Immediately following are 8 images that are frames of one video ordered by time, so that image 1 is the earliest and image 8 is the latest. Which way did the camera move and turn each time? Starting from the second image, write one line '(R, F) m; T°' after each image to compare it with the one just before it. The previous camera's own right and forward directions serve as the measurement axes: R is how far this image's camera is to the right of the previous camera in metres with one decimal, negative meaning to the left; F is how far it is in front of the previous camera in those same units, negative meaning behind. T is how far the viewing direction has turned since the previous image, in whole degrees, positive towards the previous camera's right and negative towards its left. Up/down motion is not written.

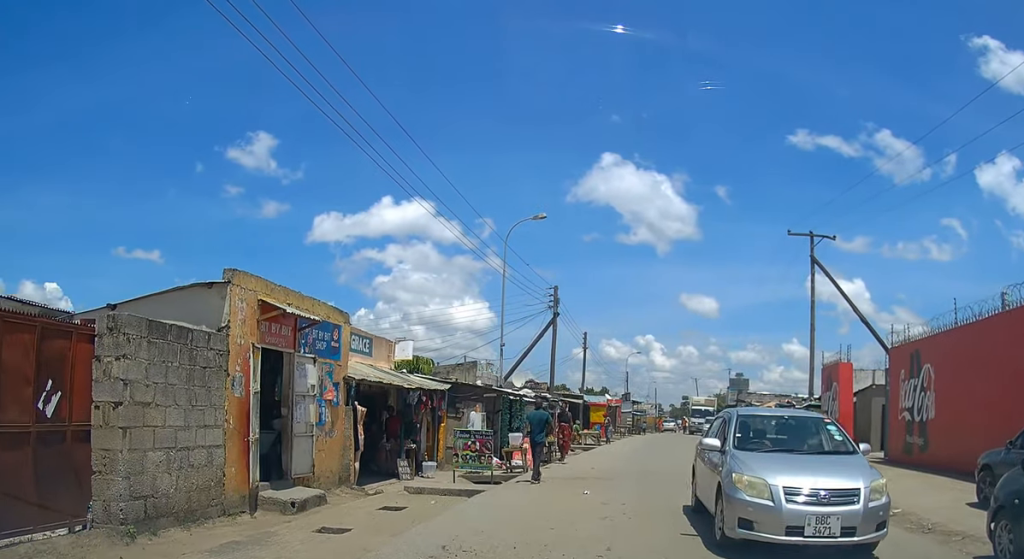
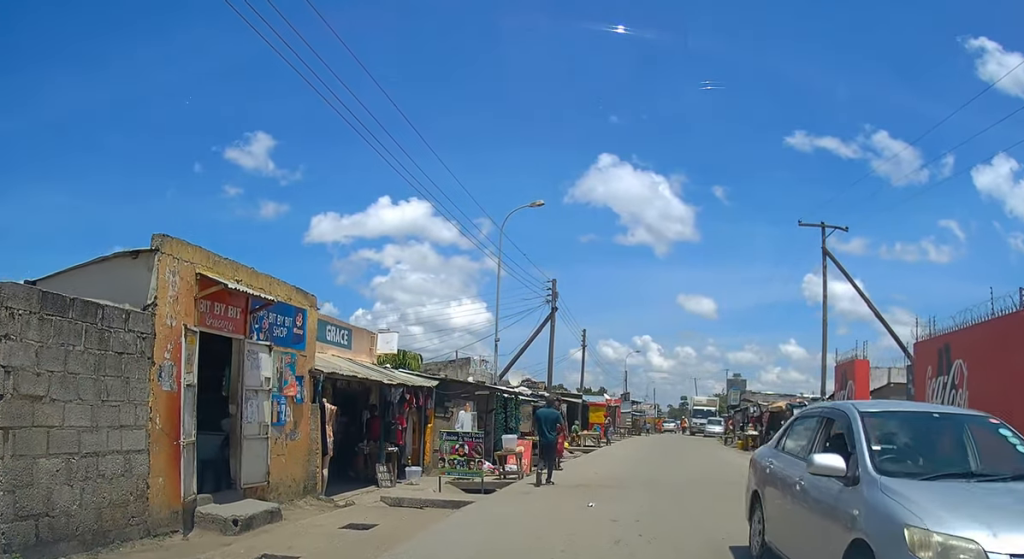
(+0.1, +1.6) m; +2°
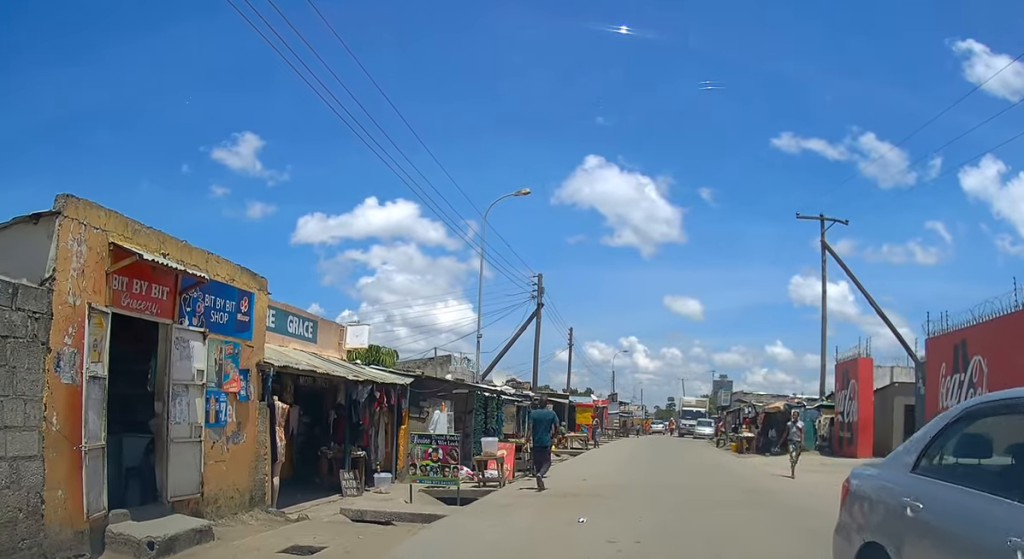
(0.0, +1.4) m; +1°
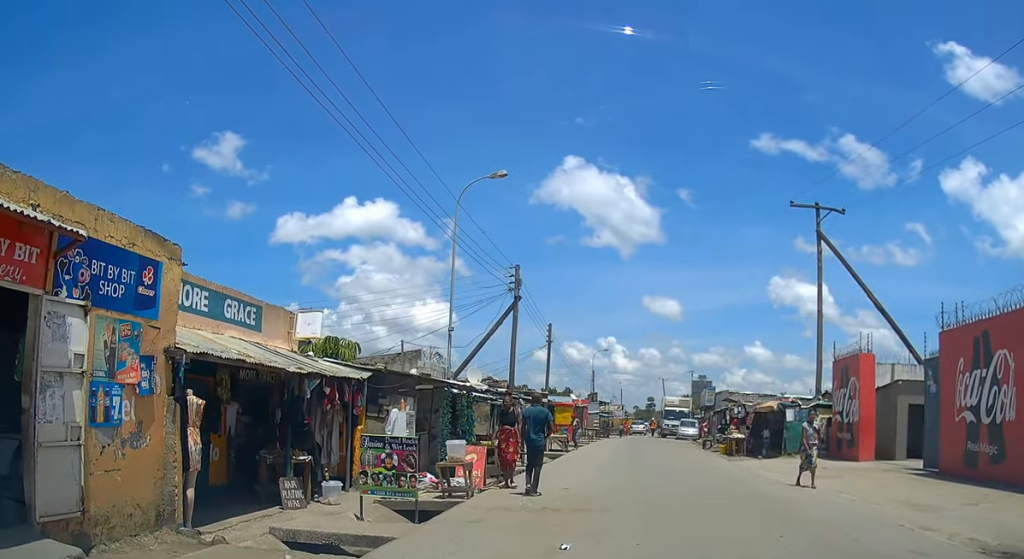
(0.0, +1.8) m; +1°
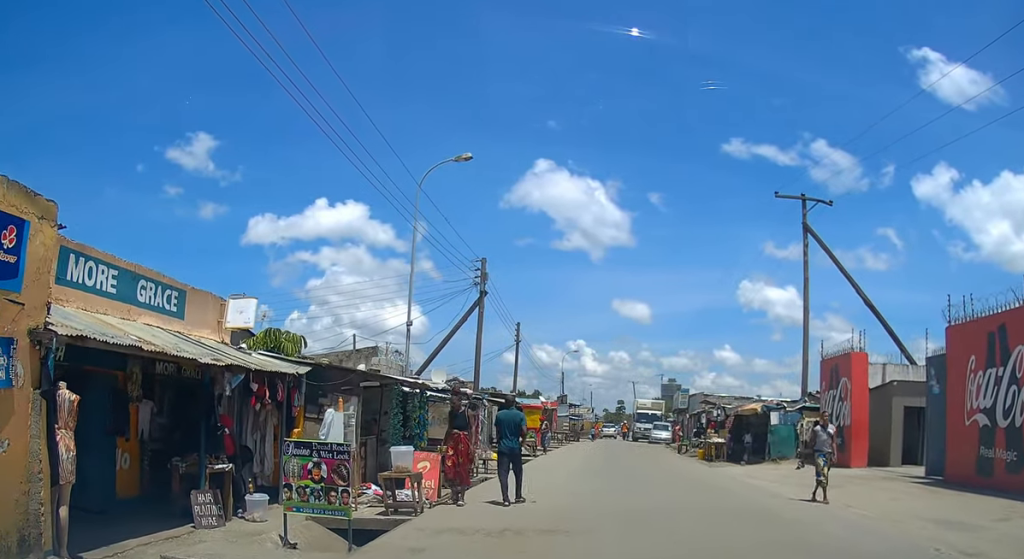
(0.0, +2.0) m; +3°
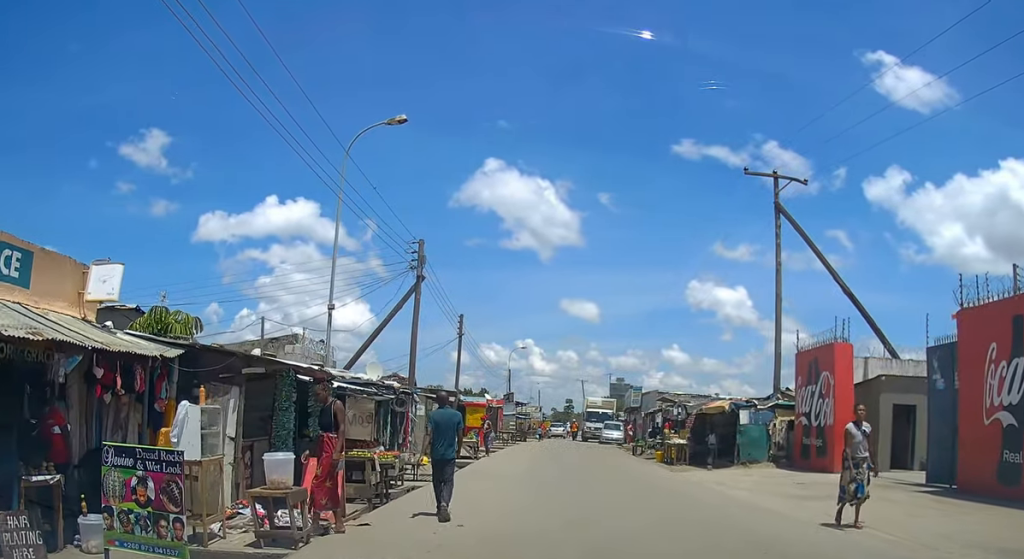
(+0.1, +2.7) m; +2°
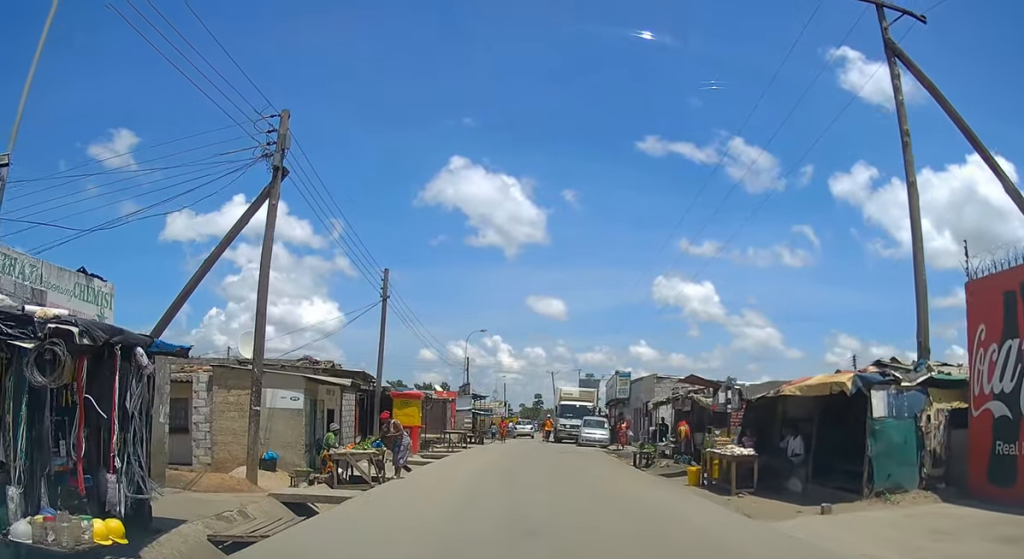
(+0.2, +11.0) m; +1°
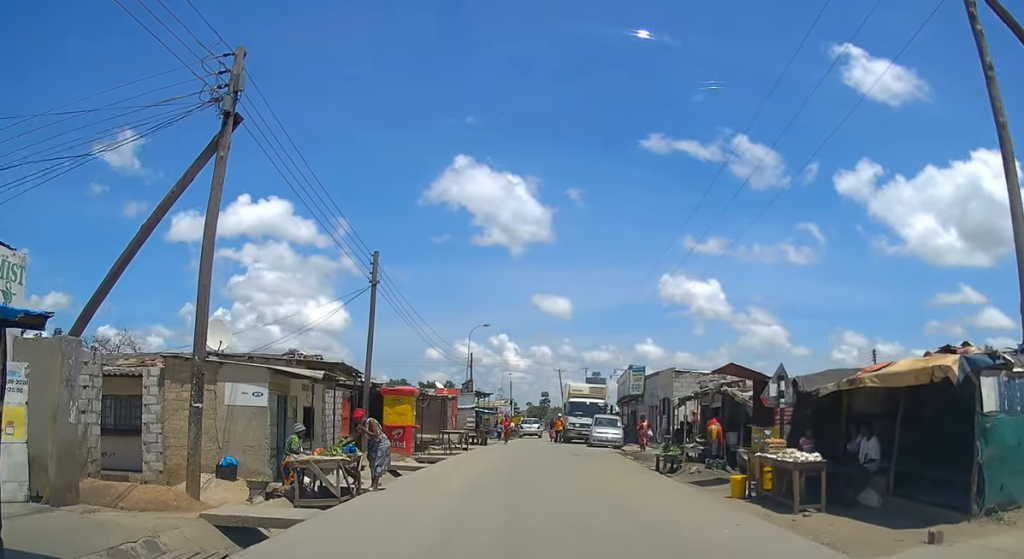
(0.0, +2.9) m; 0°
